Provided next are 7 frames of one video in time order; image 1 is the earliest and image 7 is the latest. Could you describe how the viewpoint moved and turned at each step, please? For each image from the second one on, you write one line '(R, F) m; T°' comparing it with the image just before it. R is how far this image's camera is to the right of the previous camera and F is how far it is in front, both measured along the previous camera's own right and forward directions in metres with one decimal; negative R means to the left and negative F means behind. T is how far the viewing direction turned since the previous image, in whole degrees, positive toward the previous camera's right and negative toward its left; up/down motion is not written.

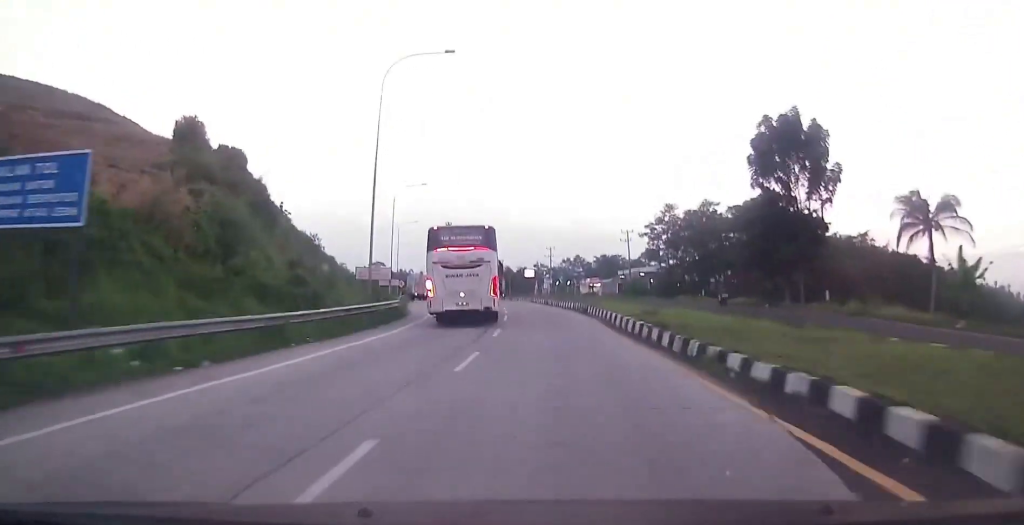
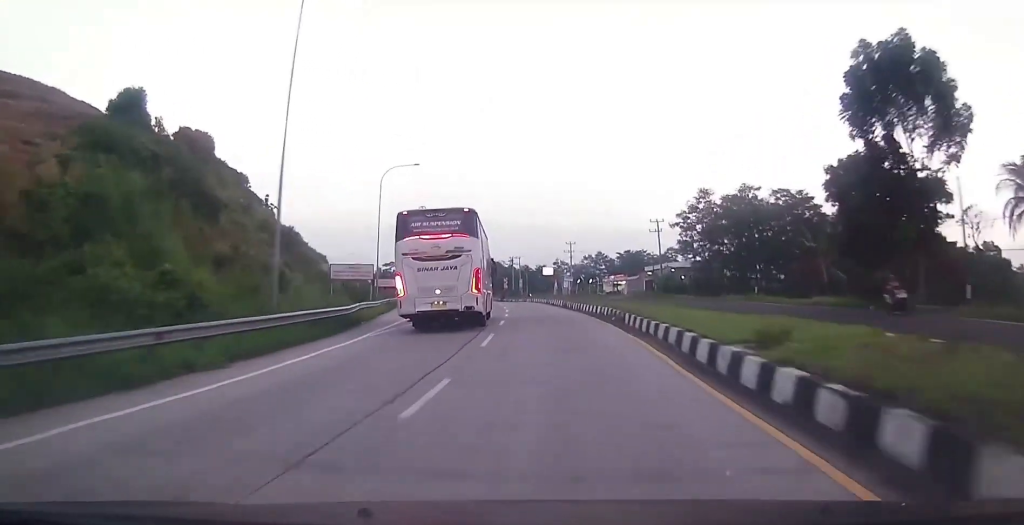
(-0.1, +12.2) m; -2°
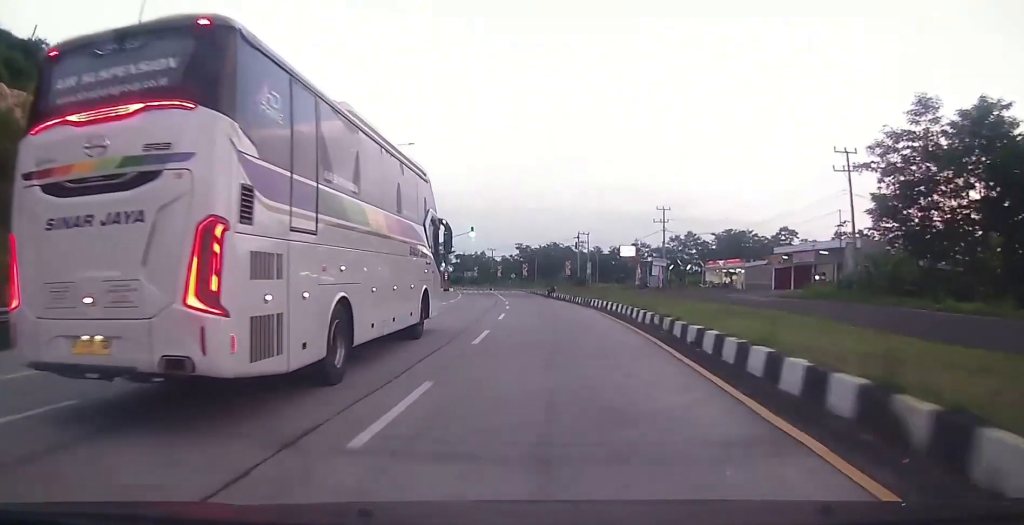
(-1.5, +44.1) m; -7°
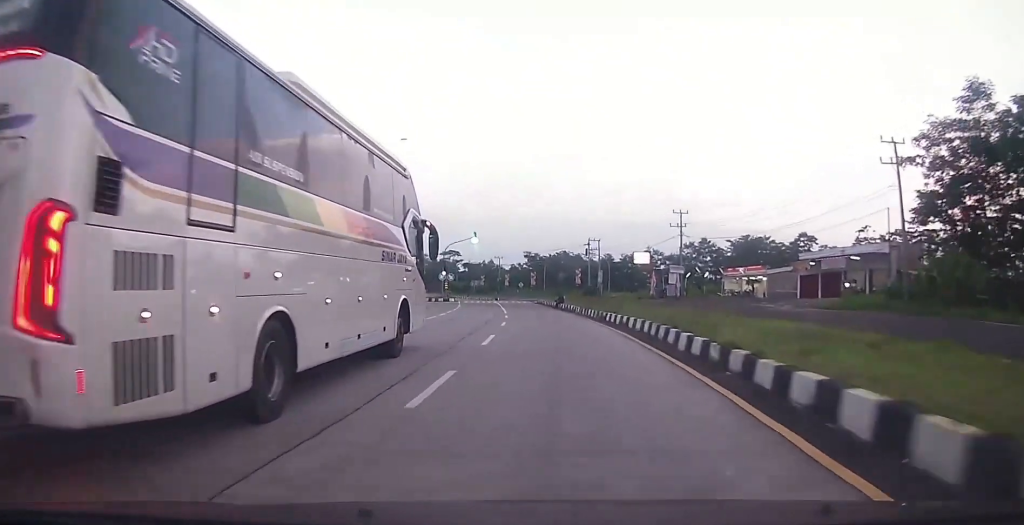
(-0.1, +6.3) m; -2°
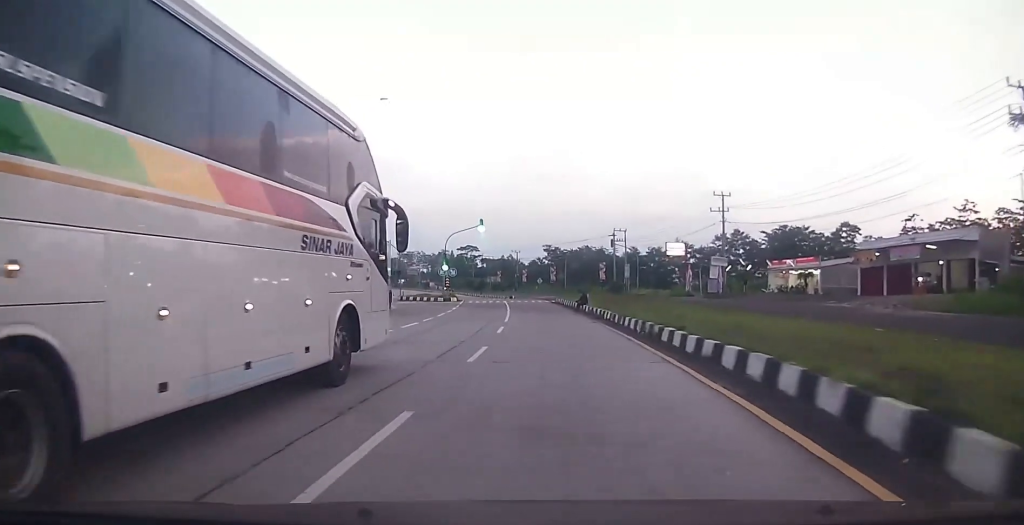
(-0.4, +12.0) m; 0°
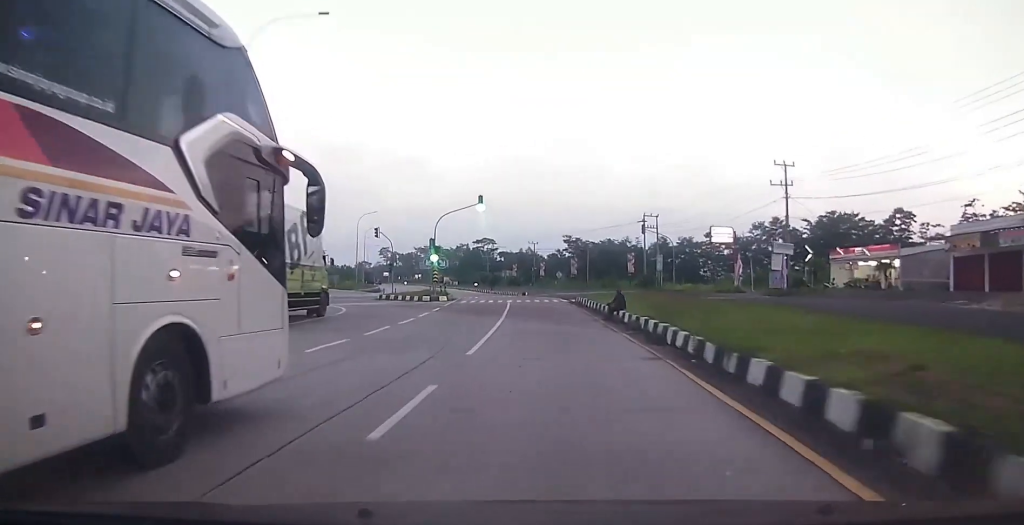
(+0.3, +14.8) m; +1°
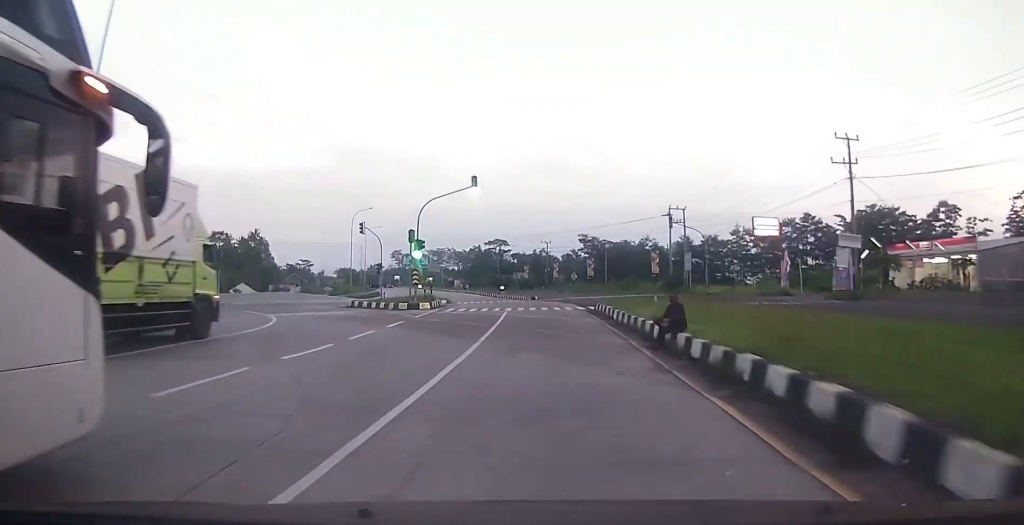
(-0.1, +10.7) m; -2°
